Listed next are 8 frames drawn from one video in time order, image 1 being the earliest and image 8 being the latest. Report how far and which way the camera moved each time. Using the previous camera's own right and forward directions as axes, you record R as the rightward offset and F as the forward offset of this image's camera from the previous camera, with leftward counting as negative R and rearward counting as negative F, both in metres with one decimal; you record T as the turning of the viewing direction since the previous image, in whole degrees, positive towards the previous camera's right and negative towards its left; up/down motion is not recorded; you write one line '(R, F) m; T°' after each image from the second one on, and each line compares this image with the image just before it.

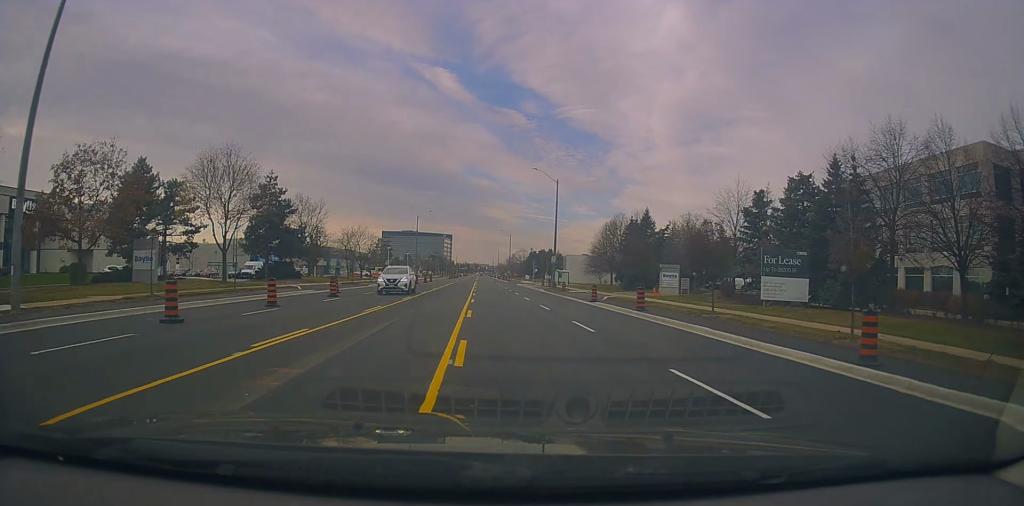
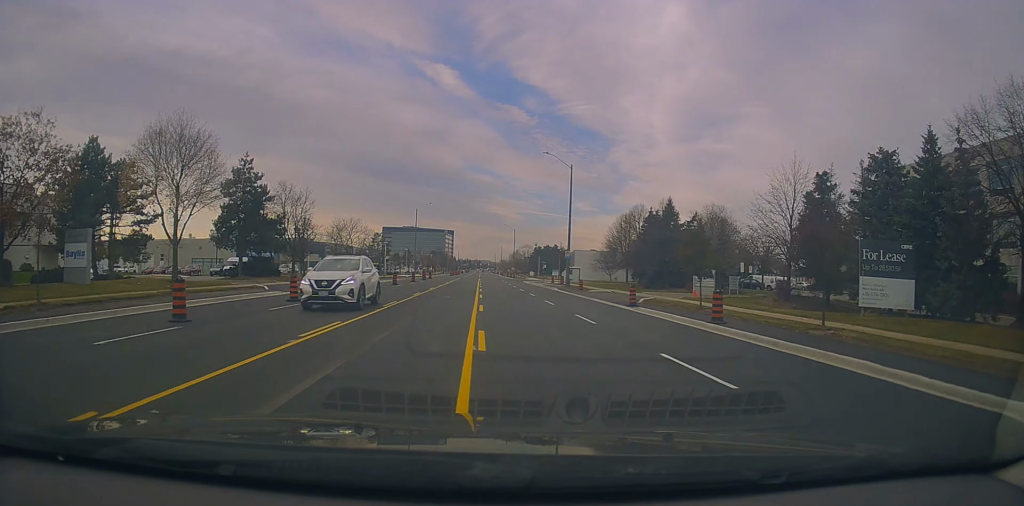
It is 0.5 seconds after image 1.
(-0.1, +8.4) m; 0°
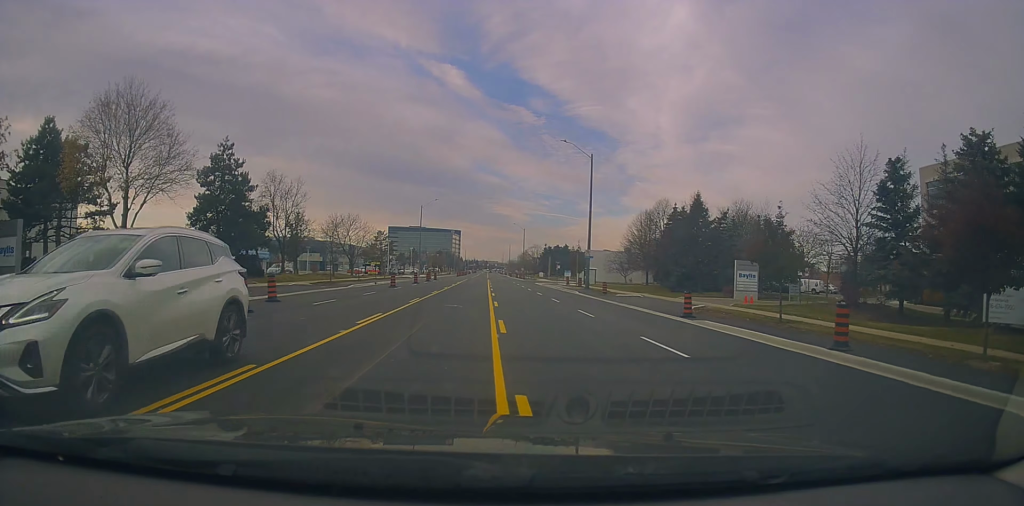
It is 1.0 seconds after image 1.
(-0.3, +6.6) m; 0°
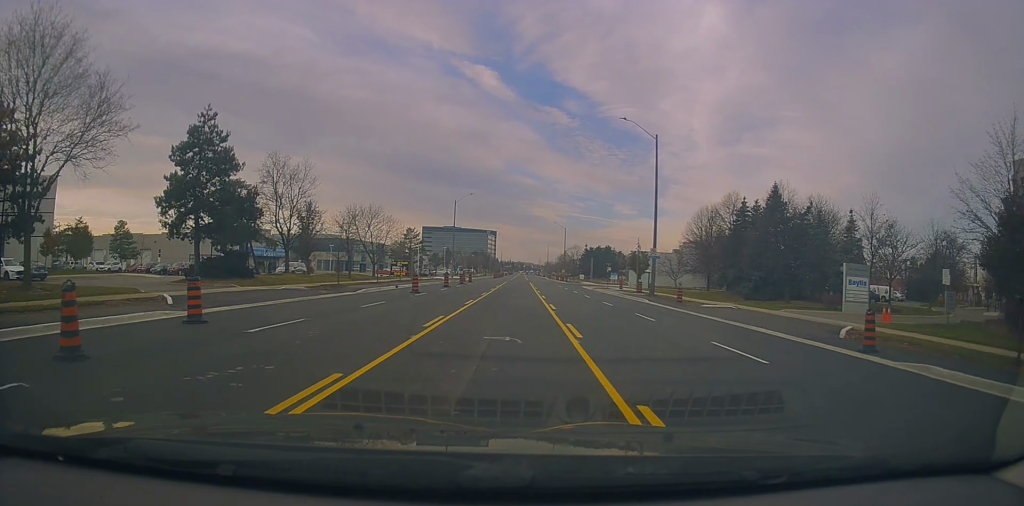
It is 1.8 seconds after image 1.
(+0.2, +9.9) m; -2°
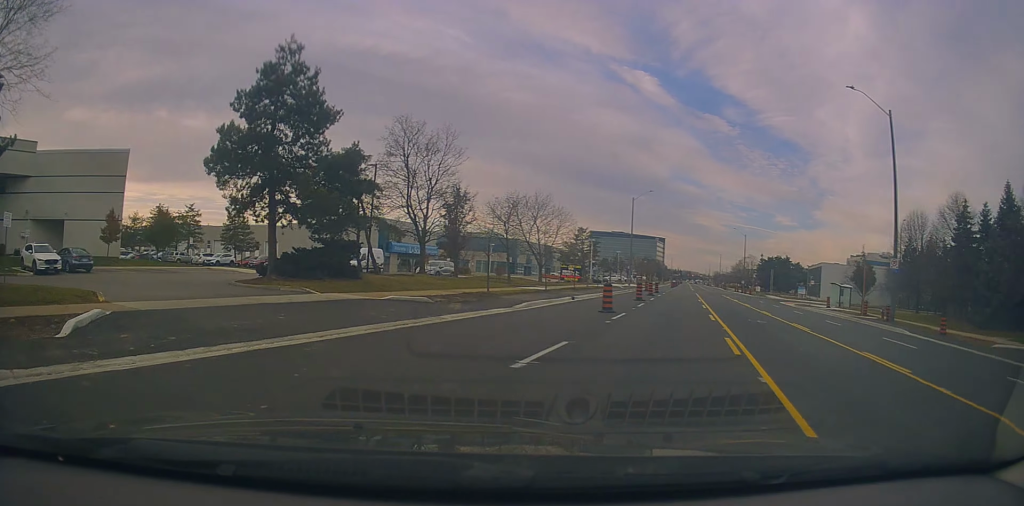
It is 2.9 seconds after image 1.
(-0.6, +13.1) m; -14°
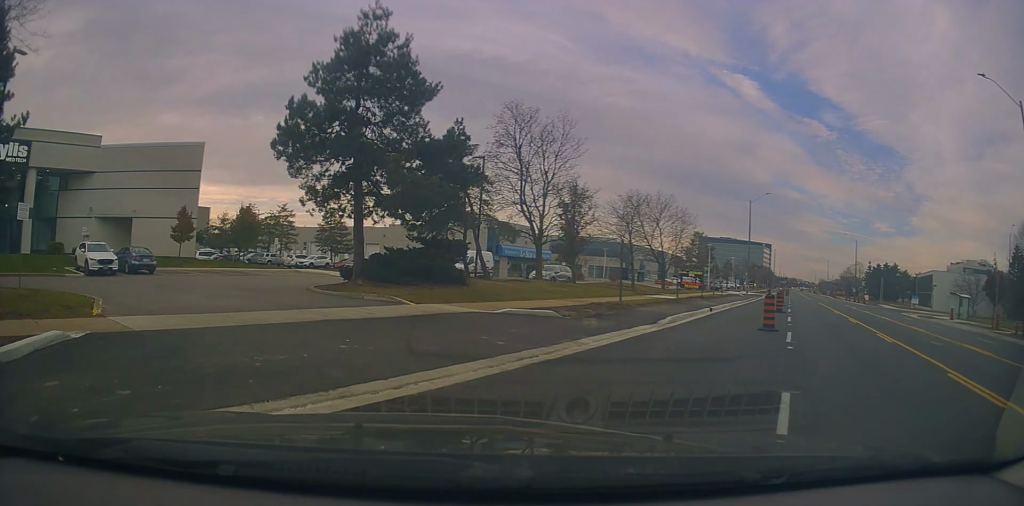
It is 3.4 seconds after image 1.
(-0.1, +4.5) m; -8°
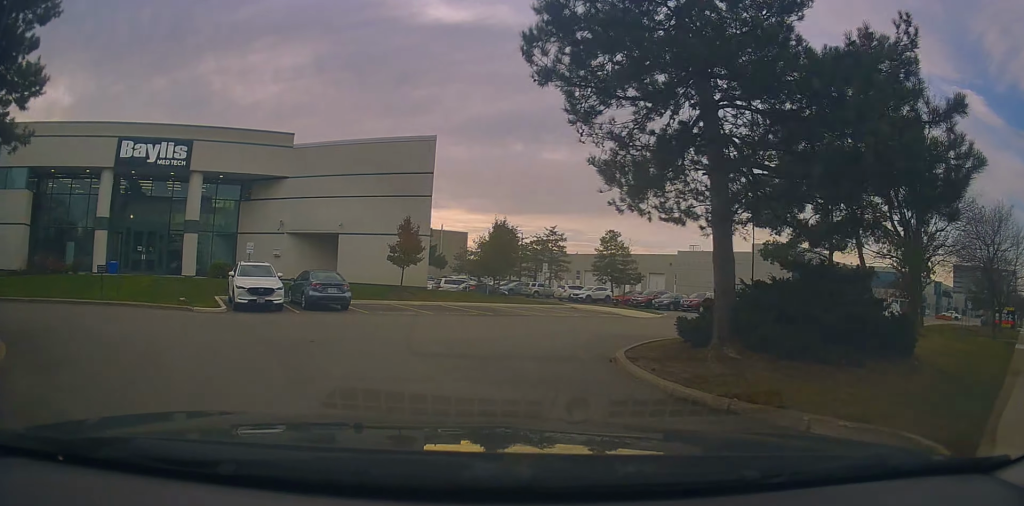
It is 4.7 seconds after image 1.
(-3.1, +11.0) m; -24°
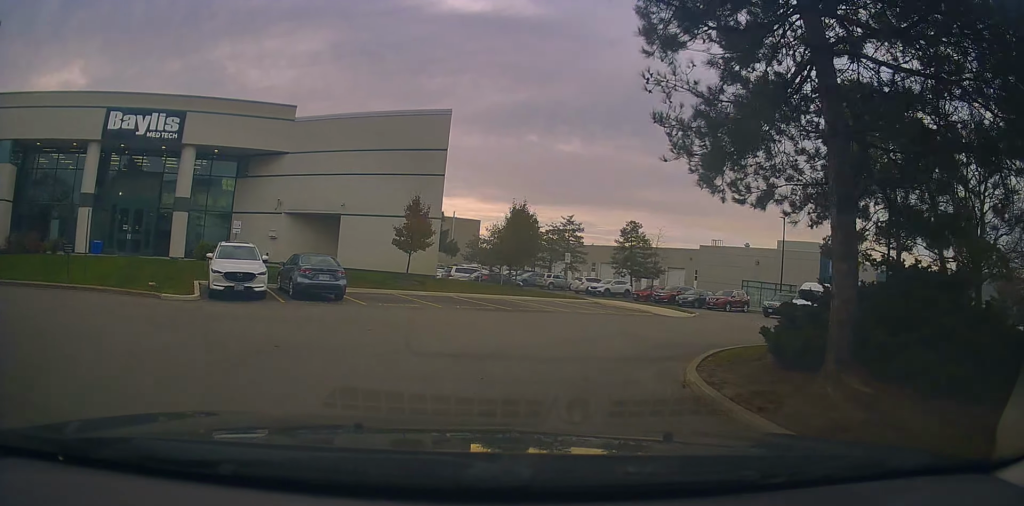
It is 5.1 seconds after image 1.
(-0.1, +3.2) m; -5°
